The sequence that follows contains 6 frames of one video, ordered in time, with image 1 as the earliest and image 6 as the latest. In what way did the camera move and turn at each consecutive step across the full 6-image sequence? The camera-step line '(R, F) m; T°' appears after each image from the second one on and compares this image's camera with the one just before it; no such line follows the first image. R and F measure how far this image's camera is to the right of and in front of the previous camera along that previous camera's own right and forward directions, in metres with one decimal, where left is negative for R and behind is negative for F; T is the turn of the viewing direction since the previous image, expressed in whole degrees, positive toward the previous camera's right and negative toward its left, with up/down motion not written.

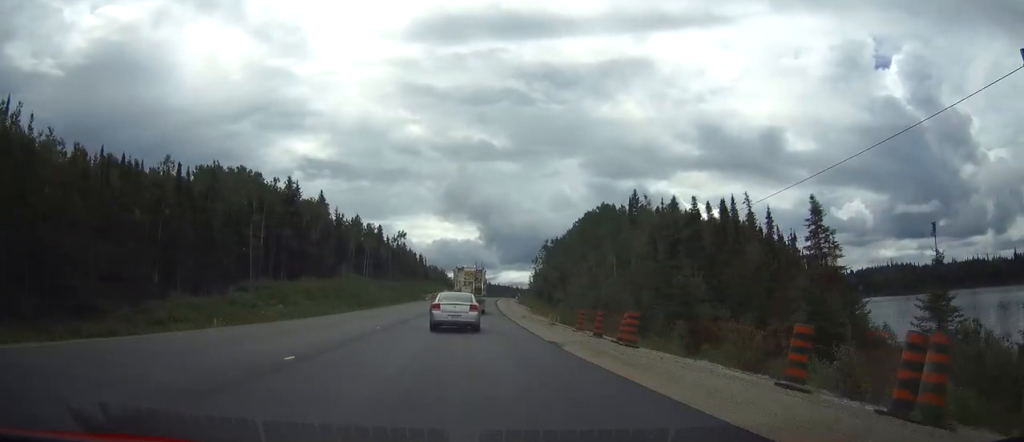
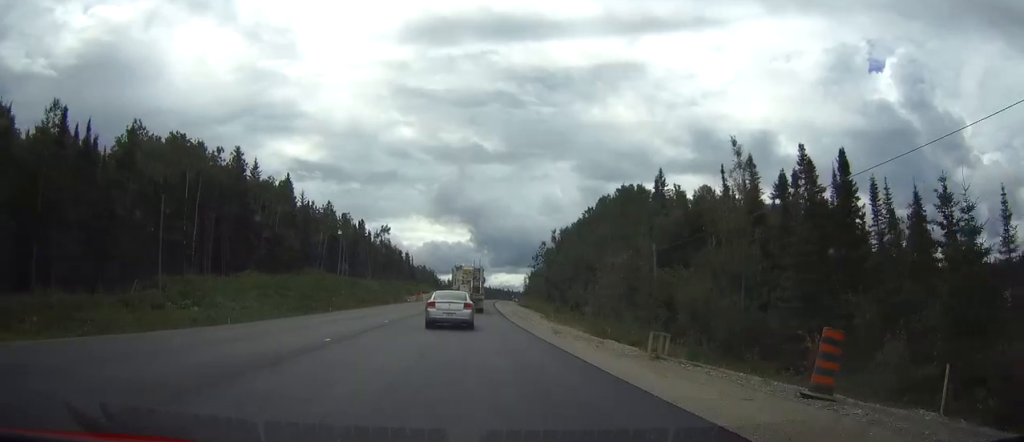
(+0.2, +22.2) m; +1°
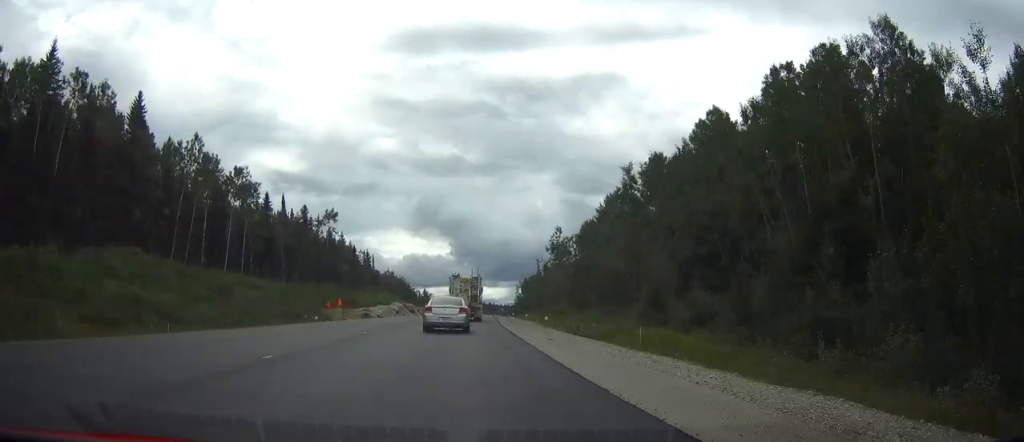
(+0.7, +57.4) m; +1°
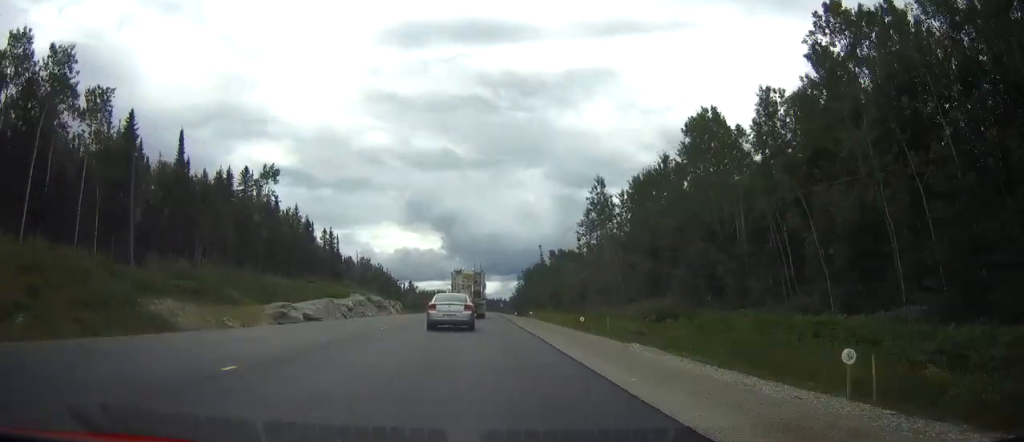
(+0.3, +40.4) m; +1°
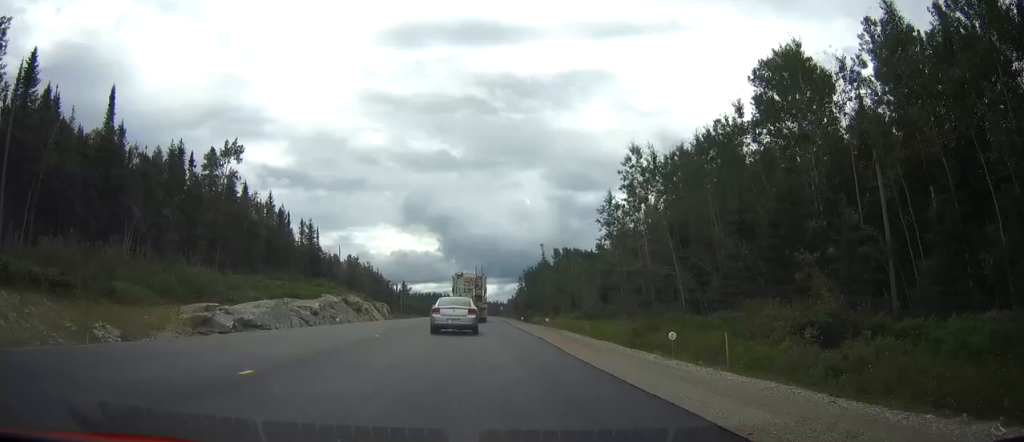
(0.0, +16.8) m; 0°
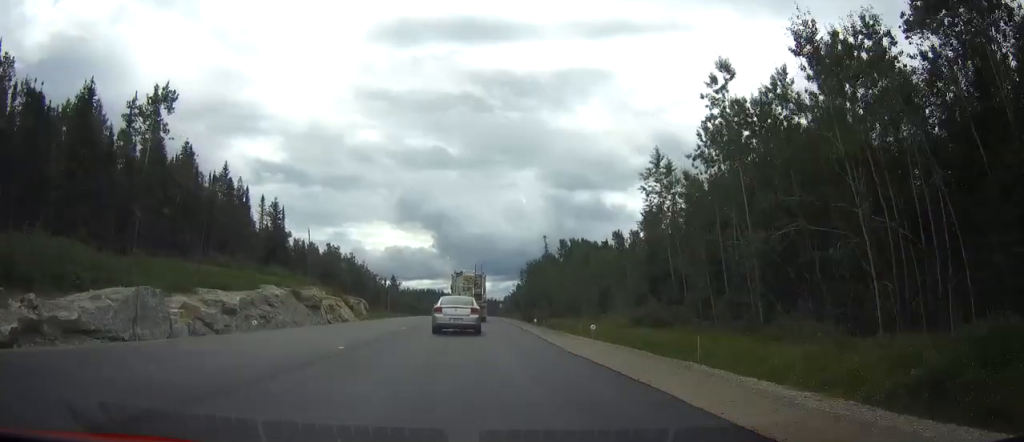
(+0.2, +21.4) m; +1°
